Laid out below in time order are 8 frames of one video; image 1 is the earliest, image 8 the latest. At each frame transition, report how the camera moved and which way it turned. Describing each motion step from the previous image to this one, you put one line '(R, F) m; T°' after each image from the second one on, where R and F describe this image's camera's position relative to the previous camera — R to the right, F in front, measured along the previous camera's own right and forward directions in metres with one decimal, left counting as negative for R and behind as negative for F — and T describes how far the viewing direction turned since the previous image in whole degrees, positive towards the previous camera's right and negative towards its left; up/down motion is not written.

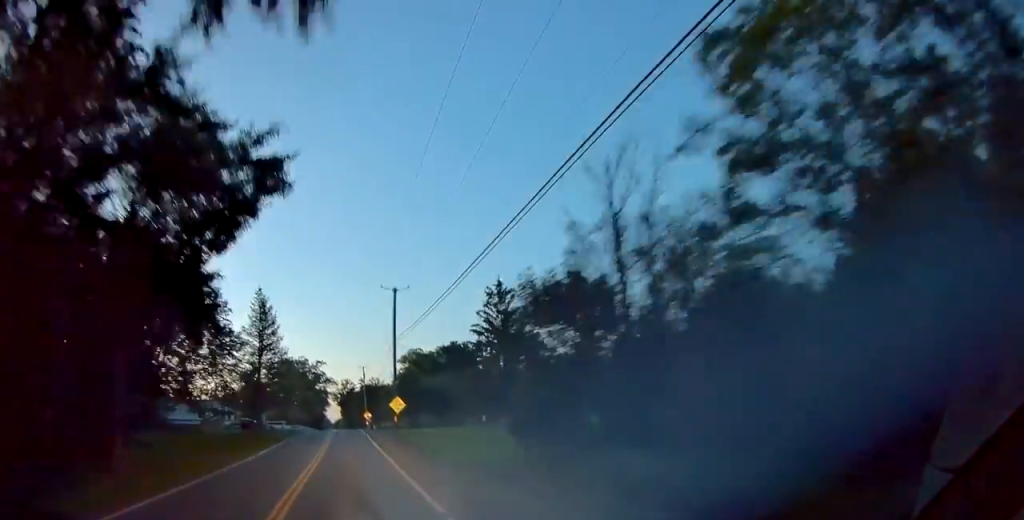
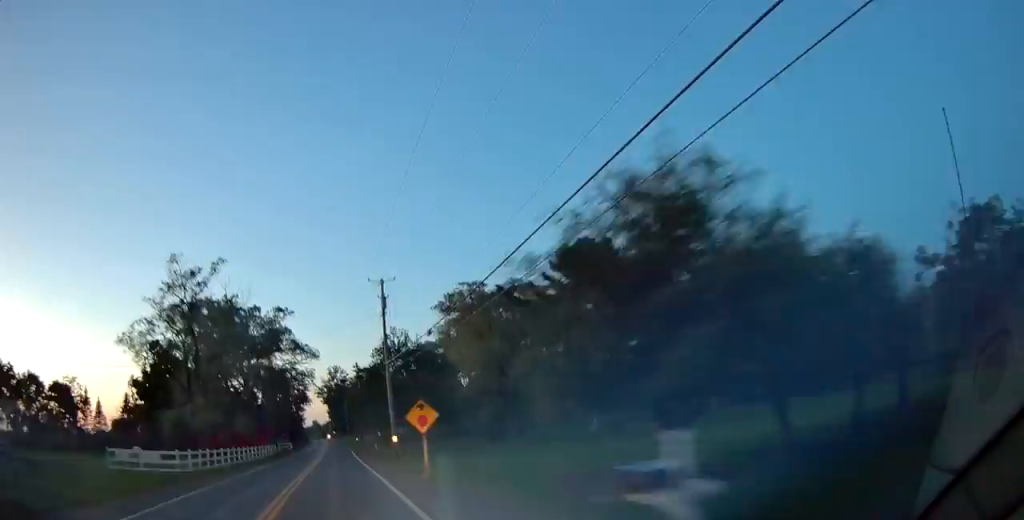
(+0.7, +69.1) m; 0°
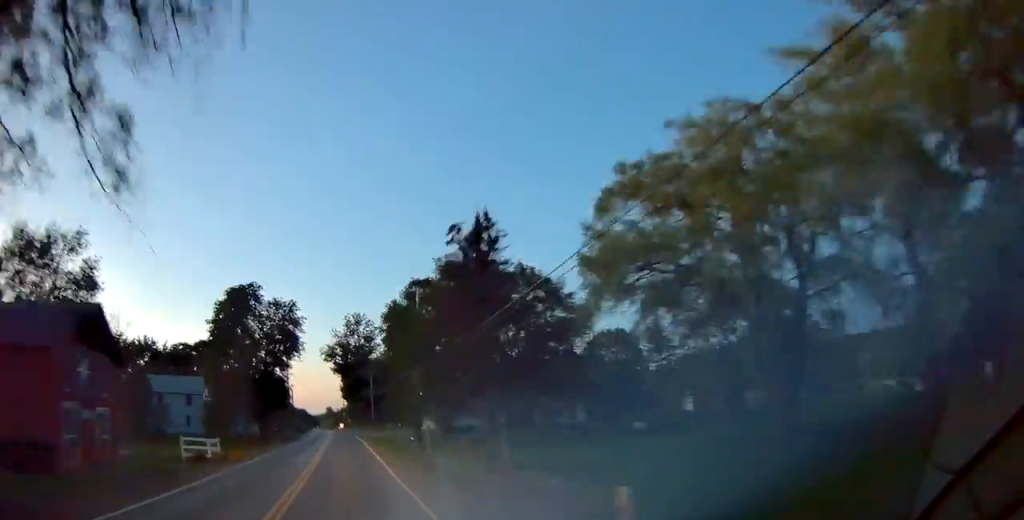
(-0.4, +62.9) m; -1°
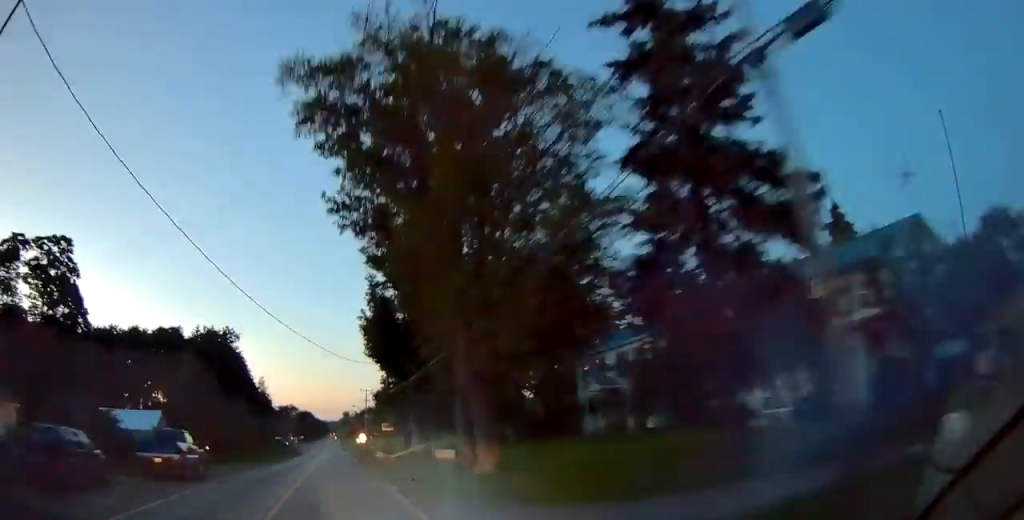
(-1.0, +74.5) m; -2°
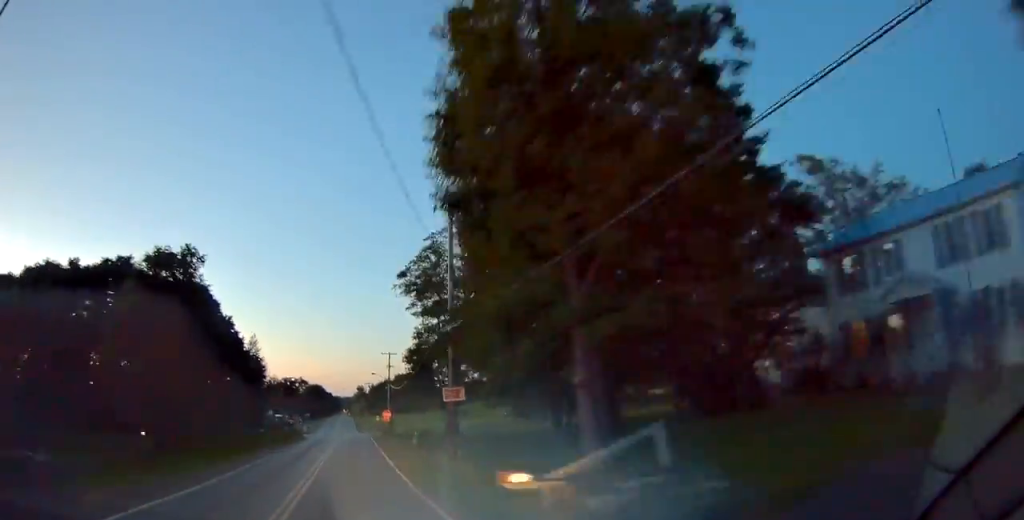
(-0.3, +20.0) m; 0°
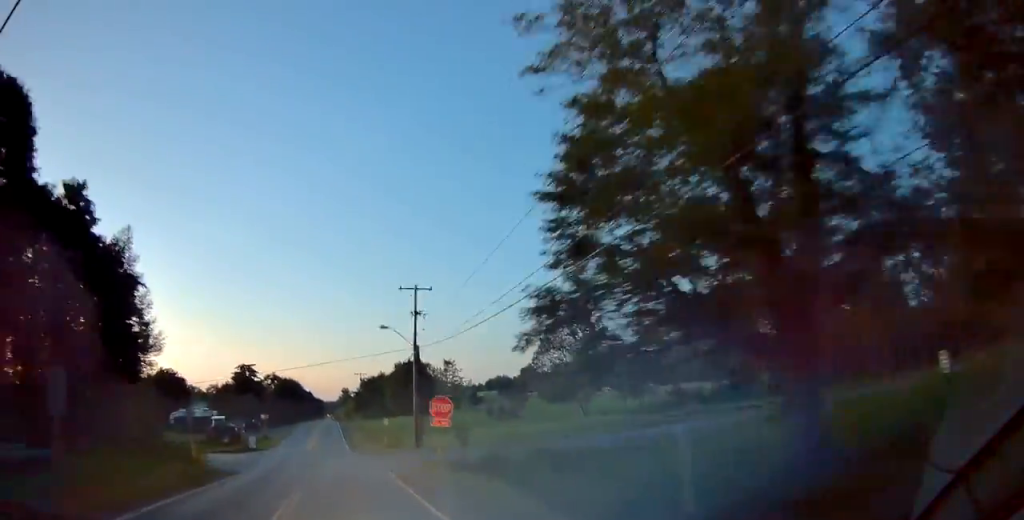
(-0.1, +35.7) m; +12°
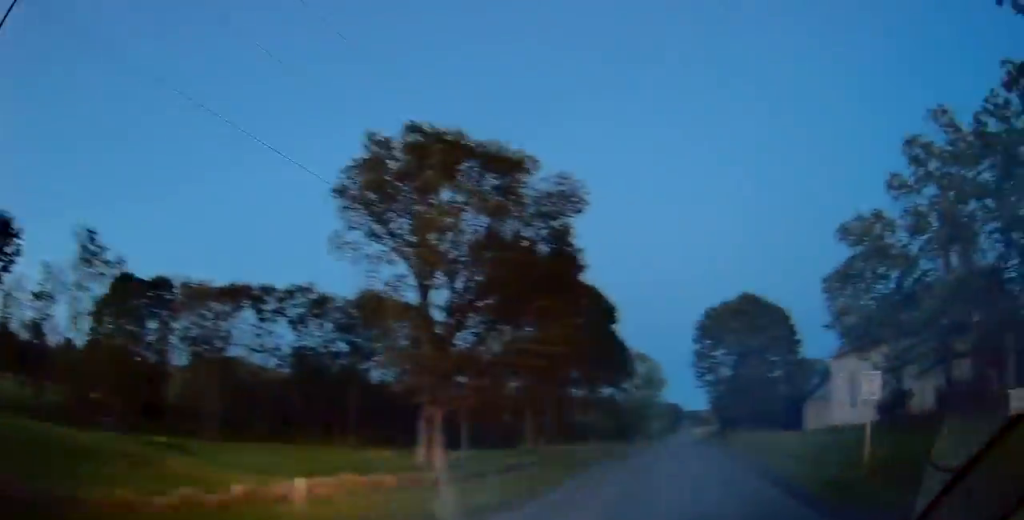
(+18.3, +34.4) m; +79°
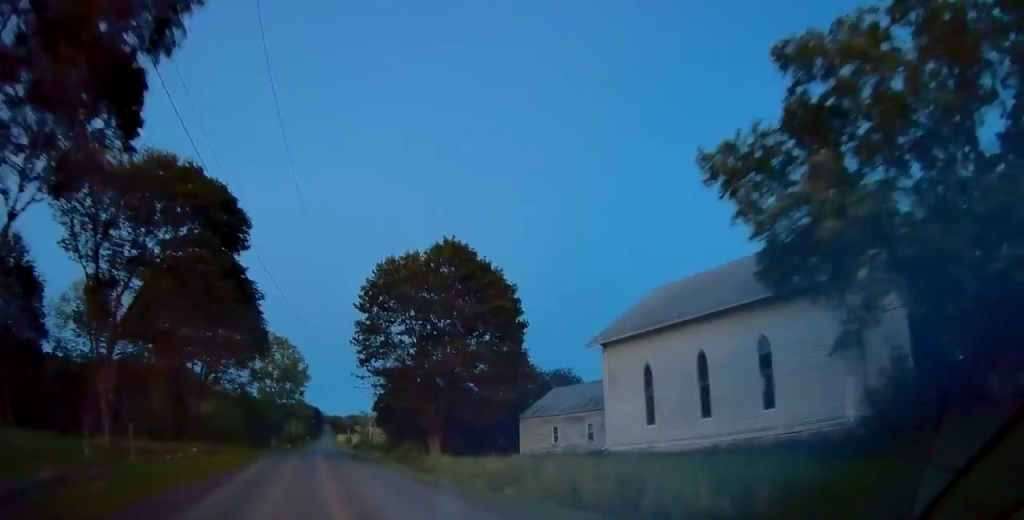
(+8.4, +28.5) m; +13°
